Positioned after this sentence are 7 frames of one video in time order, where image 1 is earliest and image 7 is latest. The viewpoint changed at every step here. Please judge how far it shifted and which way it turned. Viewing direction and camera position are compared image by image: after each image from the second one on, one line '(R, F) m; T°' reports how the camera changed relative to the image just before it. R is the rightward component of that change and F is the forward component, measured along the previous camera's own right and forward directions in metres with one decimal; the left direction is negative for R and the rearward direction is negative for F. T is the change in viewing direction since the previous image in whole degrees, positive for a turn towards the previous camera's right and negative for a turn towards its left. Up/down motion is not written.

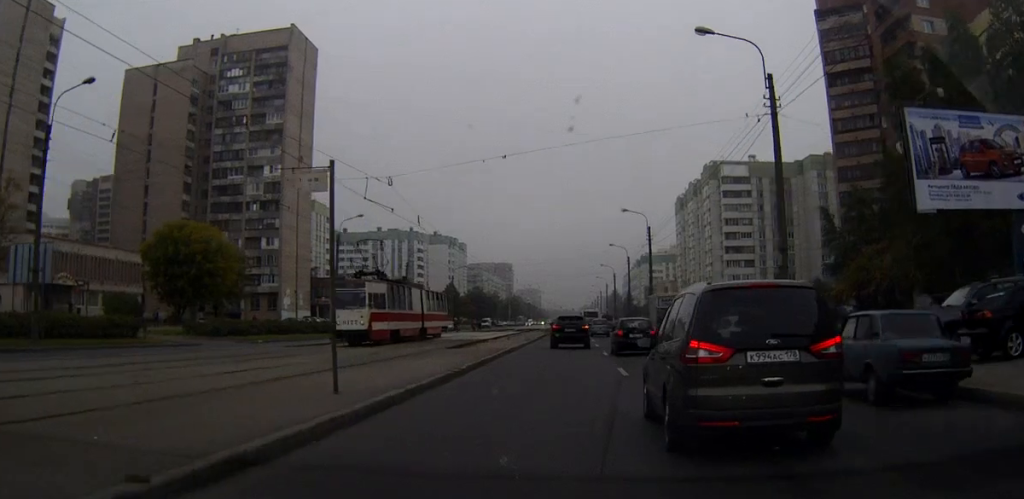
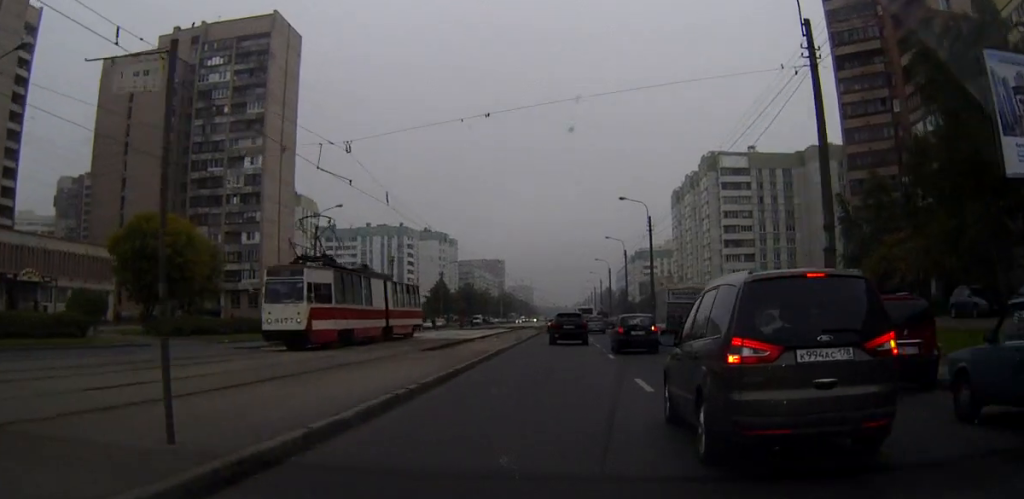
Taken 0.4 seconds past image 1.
(0.0, +5.6) m; 0°
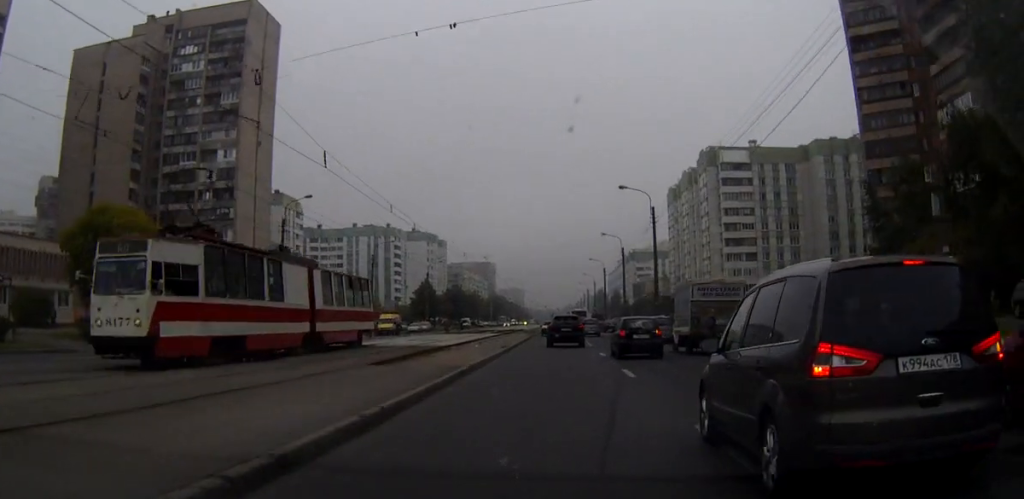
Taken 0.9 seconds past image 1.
(0.0, +7.4) m; 0°
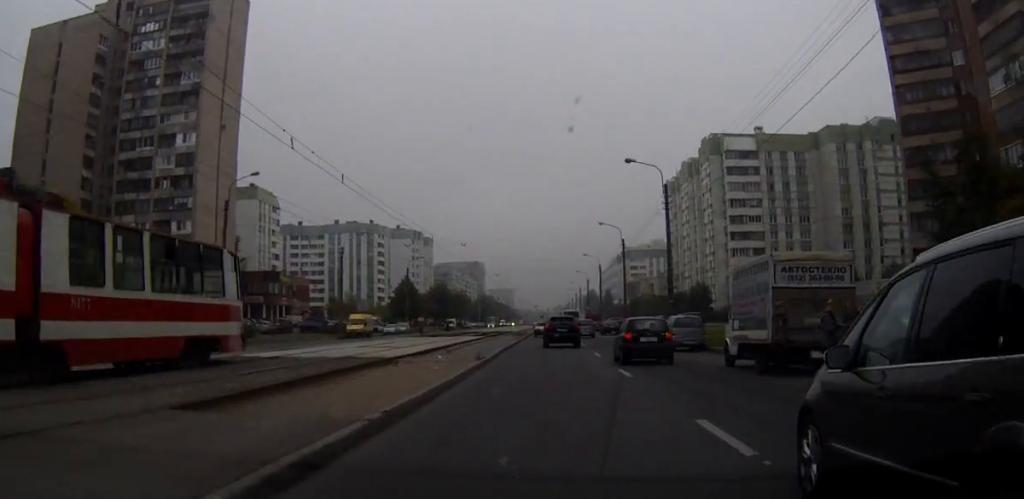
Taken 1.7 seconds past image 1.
(0.0, +11.2) m; 0°
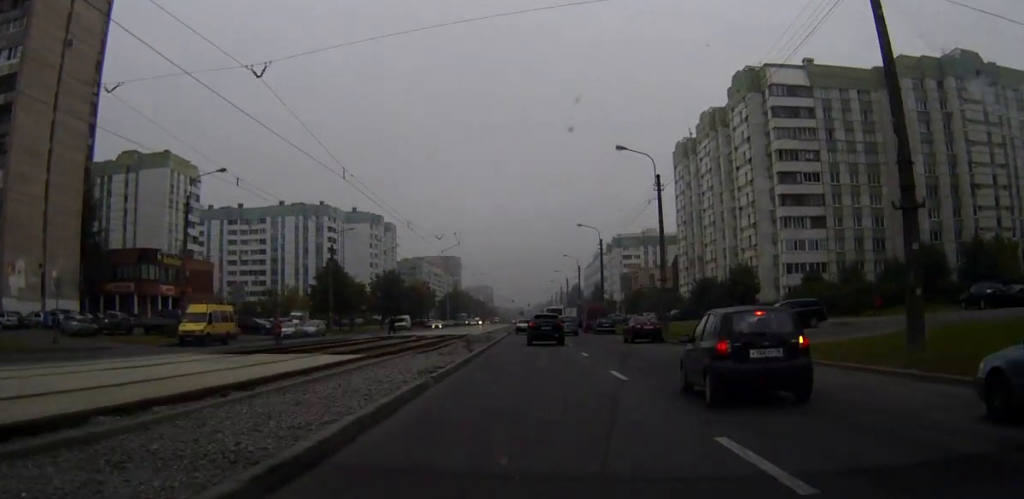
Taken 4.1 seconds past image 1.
(+0.4, +37.5) m; +1°
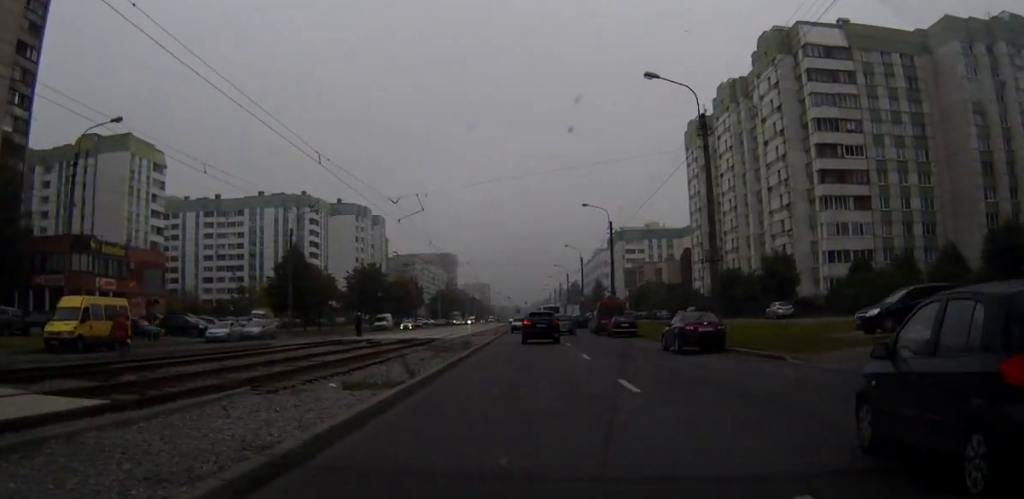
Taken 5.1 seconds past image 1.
(+0.1, +15.1) m; +1°
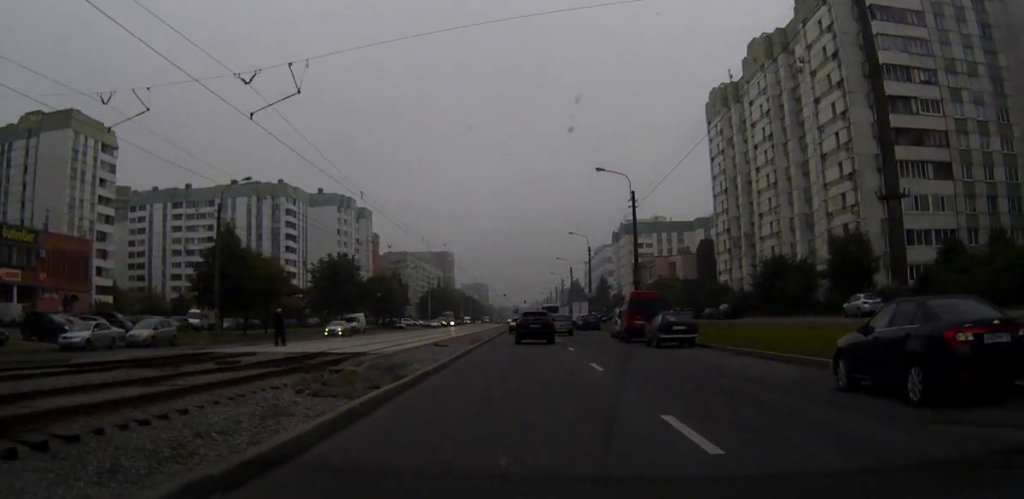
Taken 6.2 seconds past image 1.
(+0.1, +19.1) m; 0°
